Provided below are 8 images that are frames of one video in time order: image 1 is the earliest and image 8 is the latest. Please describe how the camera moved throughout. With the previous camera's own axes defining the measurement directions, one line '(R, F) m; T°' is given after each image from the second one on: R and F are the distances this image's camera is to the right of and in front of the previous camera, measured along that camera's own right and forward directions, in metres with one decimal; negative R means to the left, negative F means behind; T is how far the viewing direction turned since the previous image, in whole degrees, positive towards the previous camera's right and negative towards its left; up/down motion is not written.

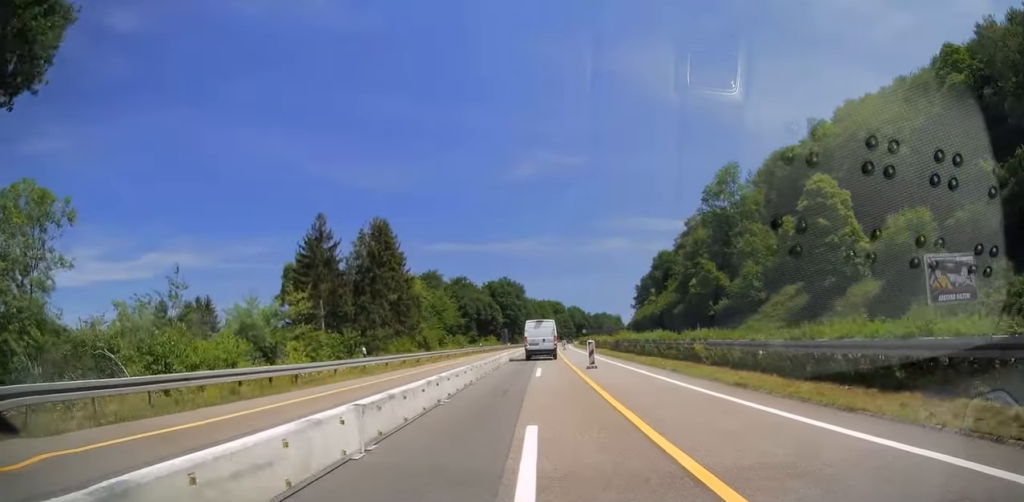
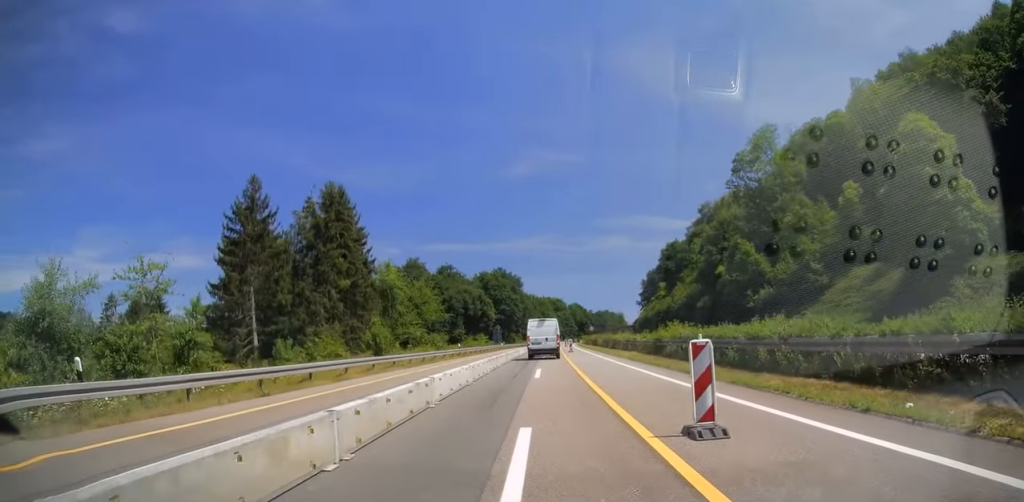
(-0.1, +18.6) m; +1°
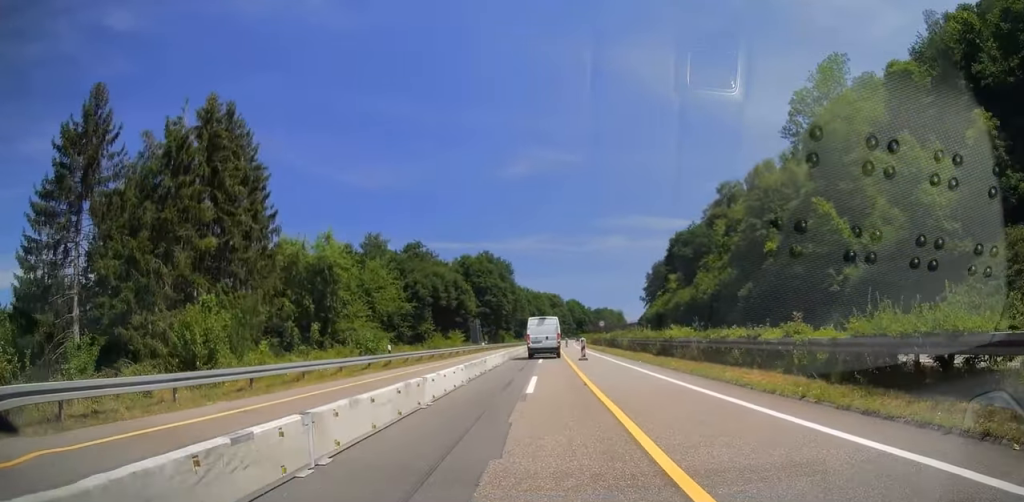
(+0.3, +24.3) m; 0°
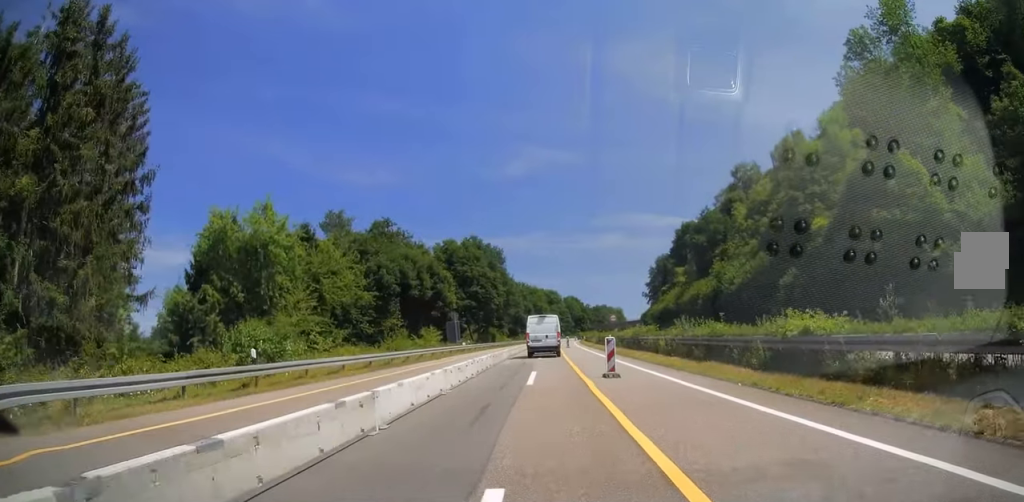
(-0.2, +15.4) m; 0°
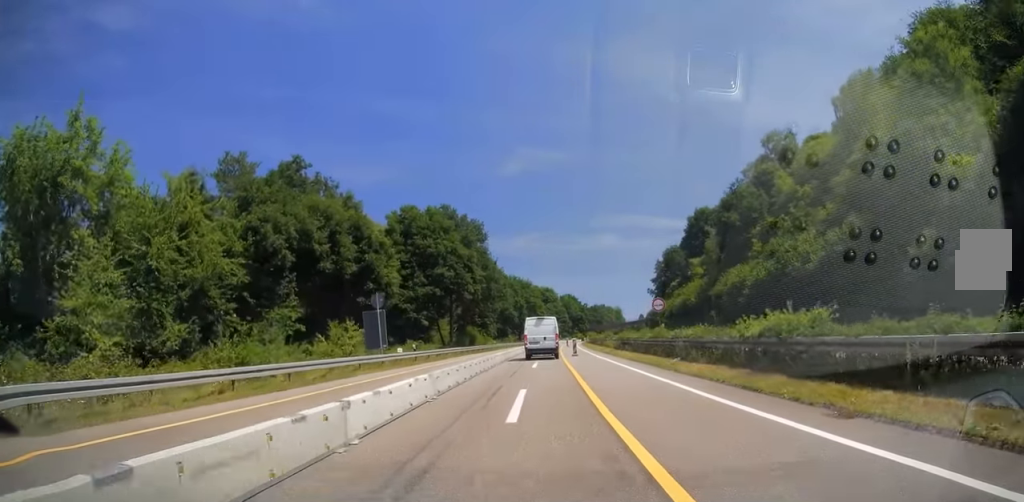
(0.0, +25.2) m; 0°
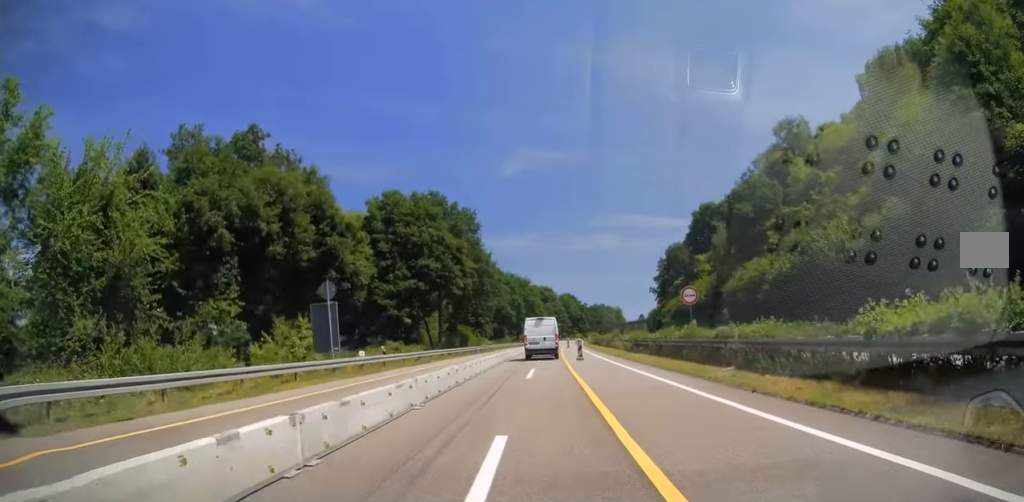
(0.0, +7.4) m; 0°
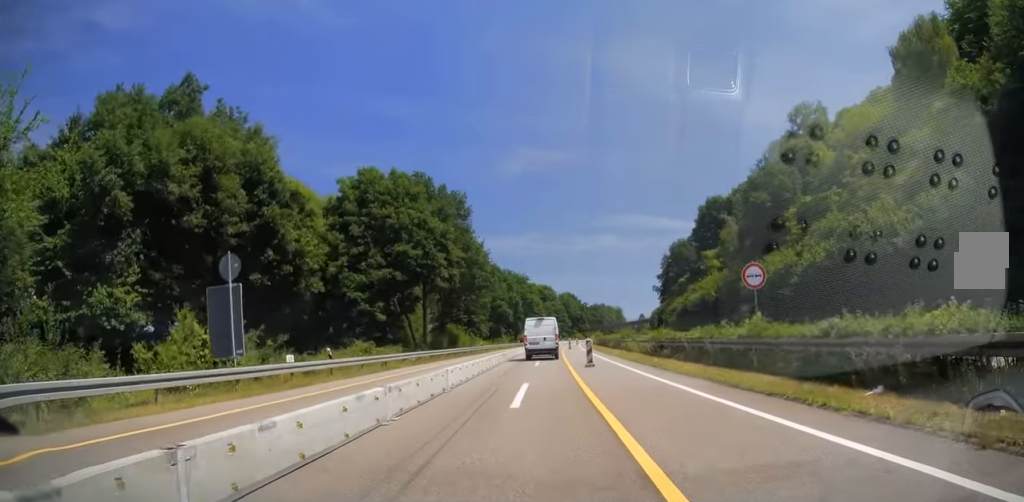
(+0.1, +8.3) m; +1°
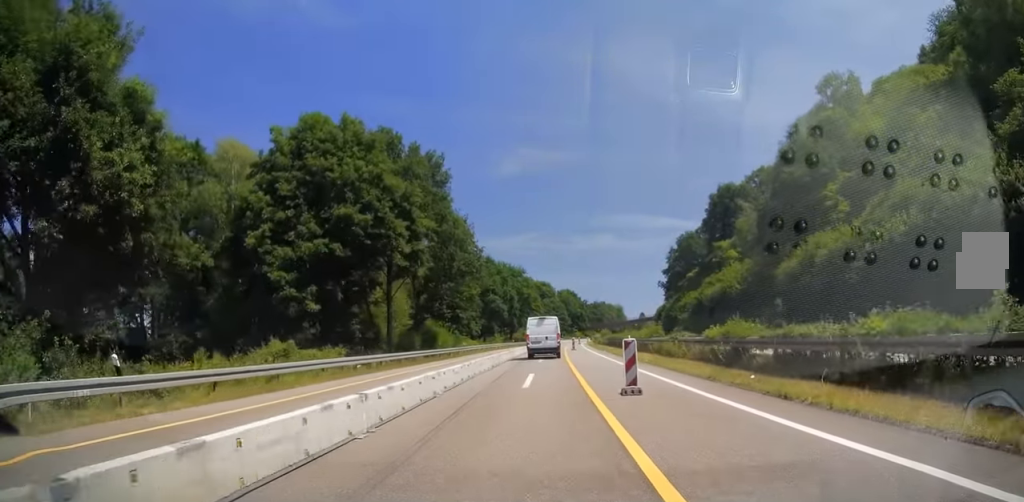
(+0.1, +13.4) m; 0°
